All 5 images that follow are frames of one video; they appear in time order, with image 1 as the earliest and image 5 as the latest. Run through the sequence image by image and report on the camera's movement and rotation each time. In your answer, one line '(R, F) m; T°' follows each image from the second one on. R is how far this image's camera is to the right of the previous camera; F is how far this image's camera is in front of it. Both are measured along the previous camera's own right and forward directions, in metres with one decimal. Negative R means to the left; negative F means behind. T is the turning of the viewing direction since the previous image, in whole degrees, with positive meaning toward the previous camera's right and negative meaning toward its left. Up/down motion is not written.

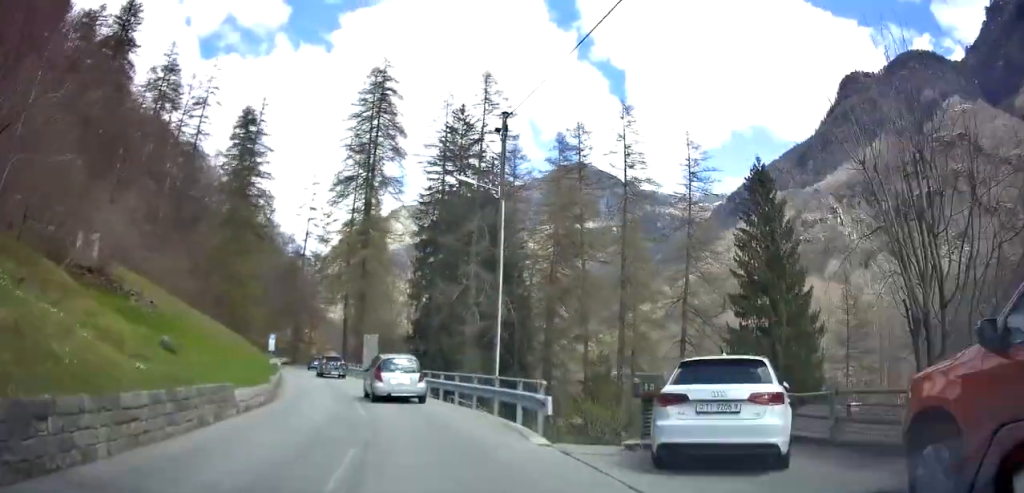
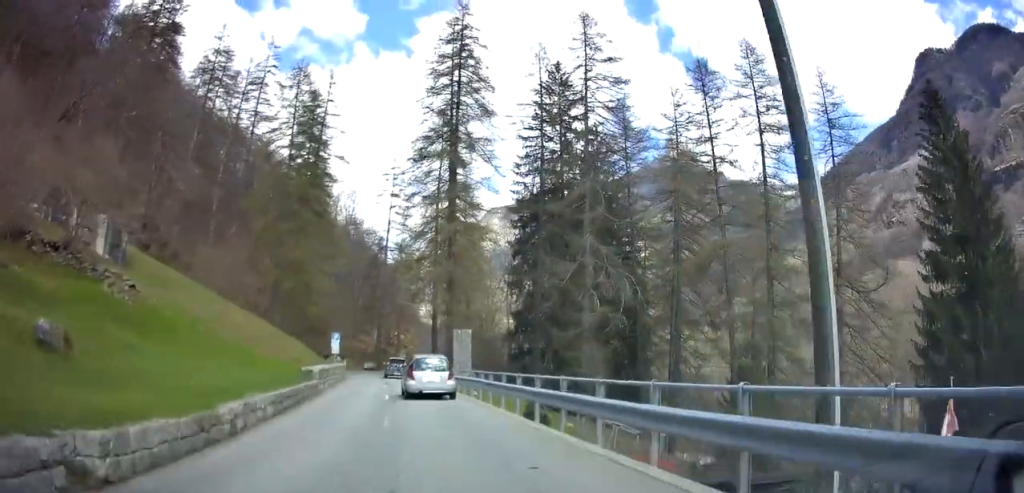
(-0.9, +11.5) m; -12°
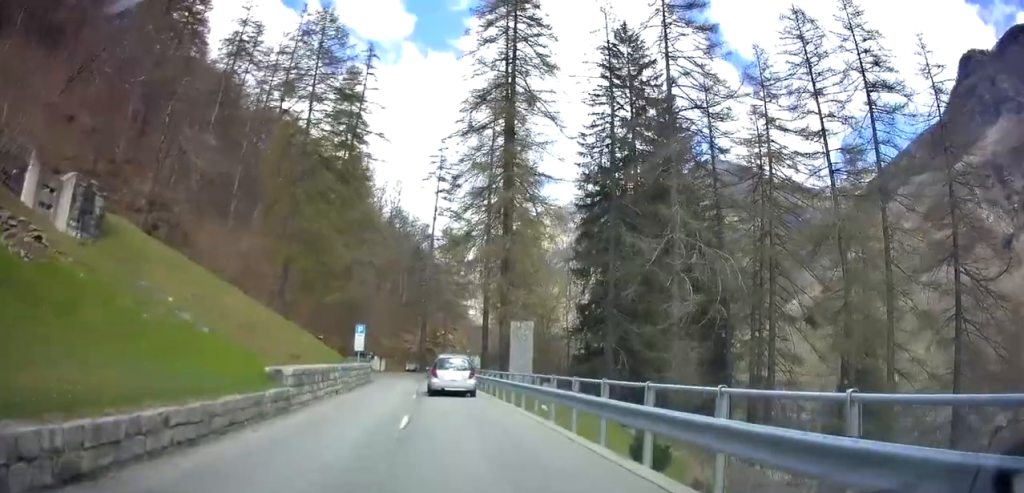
(-1.1, +9.1) m; -9°
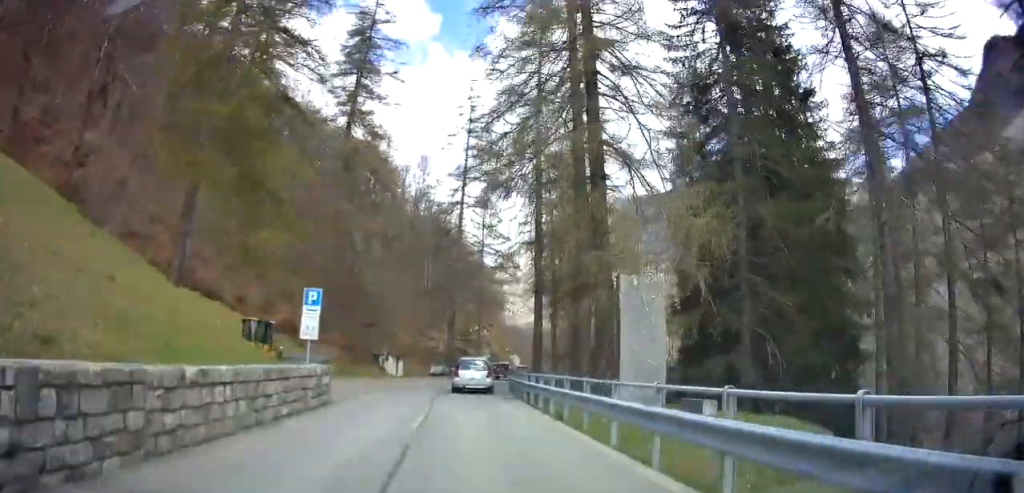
(-1.3, +16.5) m; -7°
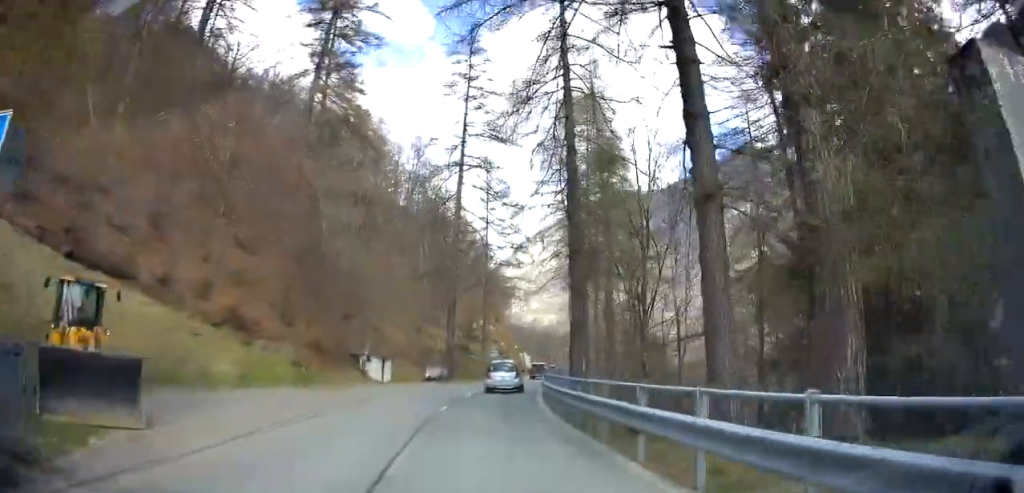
(+0.1, +12.2) m; +2°
